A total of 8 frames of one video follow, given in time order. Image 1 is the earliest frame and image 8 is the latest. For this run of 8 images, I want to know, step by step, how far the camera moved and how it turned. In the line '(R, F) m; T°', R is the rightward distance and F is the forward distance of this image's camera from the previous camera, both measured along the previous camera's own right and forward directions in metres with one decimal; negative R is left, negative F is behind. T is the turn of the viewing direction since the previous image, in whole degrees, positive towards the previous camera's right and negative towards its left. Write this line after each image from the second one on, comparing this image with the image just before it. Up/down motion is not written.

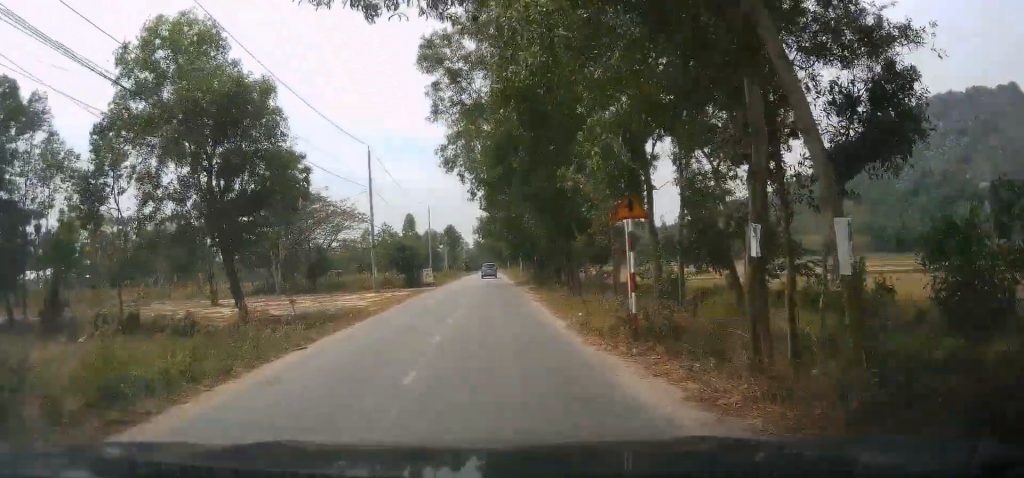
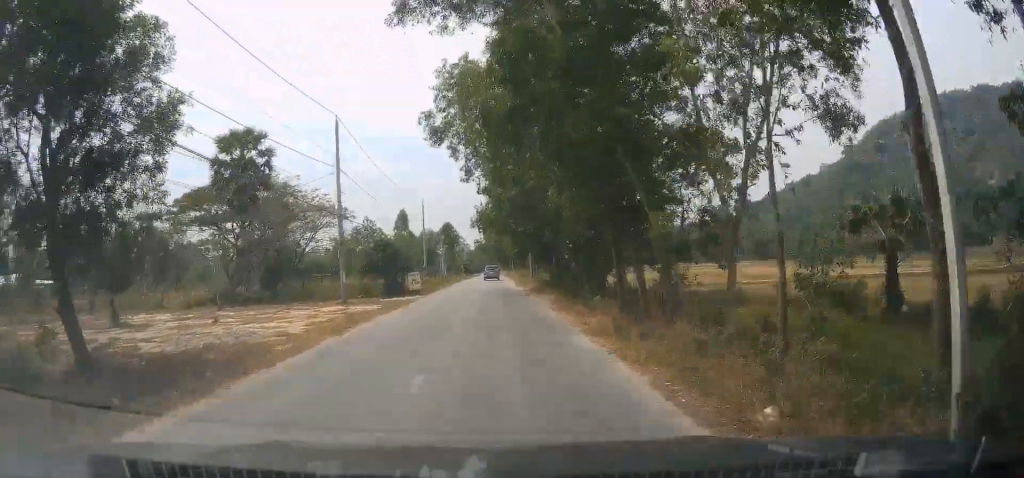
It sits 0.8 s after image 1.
(0.0, +12.1) m; +1°
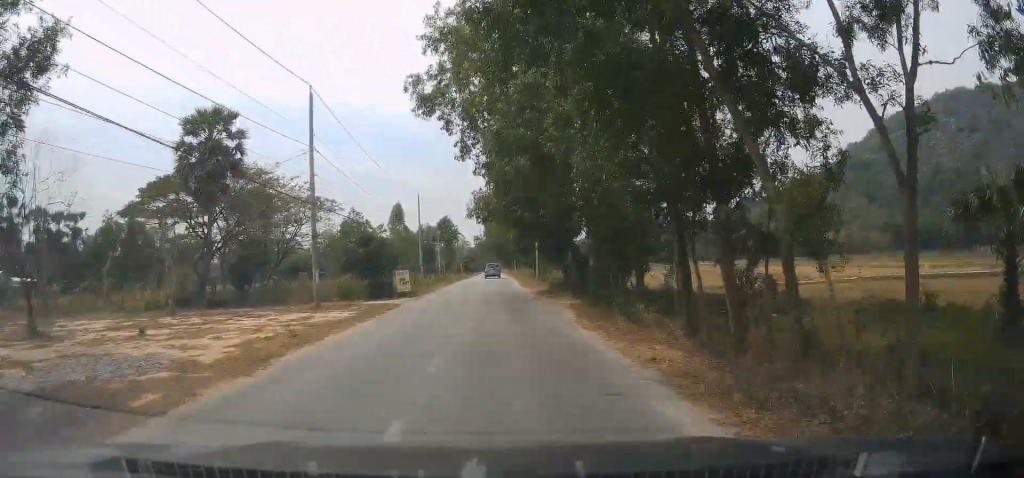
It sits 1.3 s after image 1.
(-0.1, +6.5) m; +1°
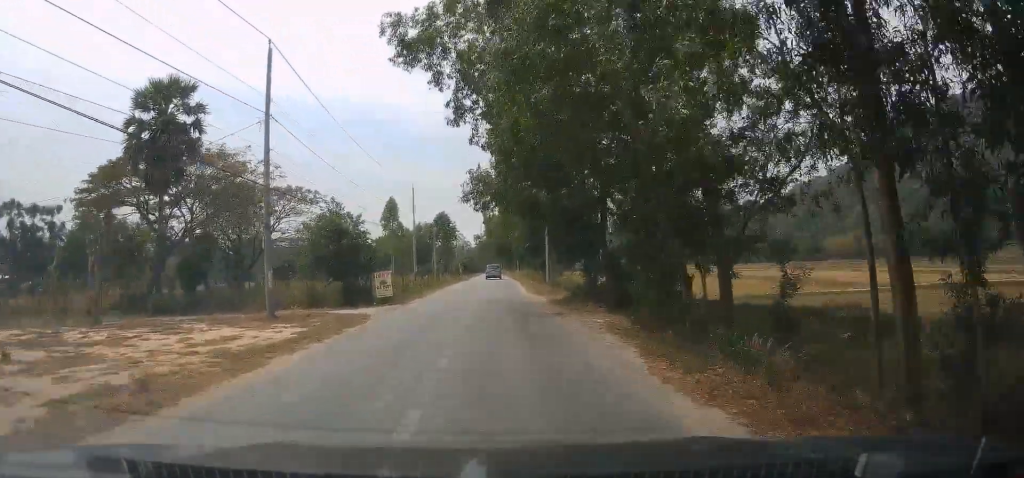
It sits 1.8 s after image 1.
(+0.2, +7.5) m; +1°
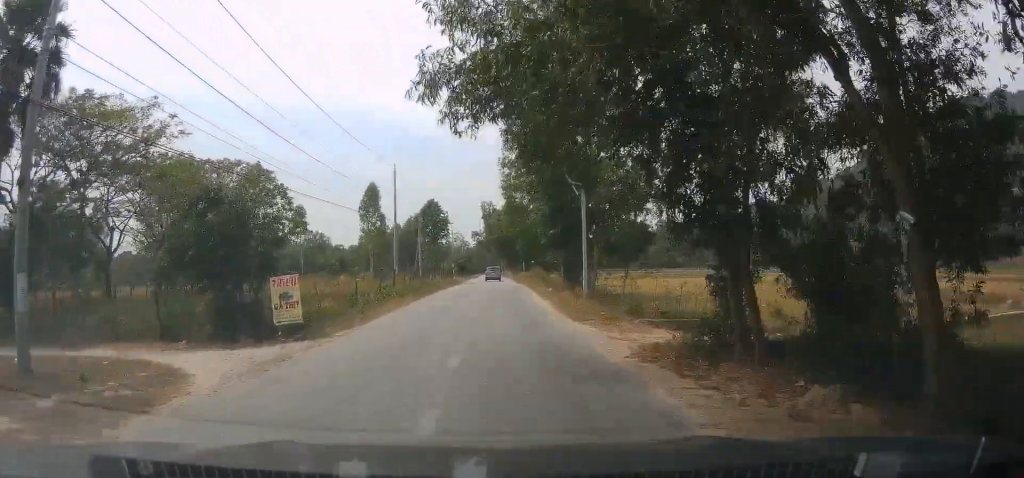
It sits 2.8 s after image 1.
(+0.3, +15.5) m; 0°
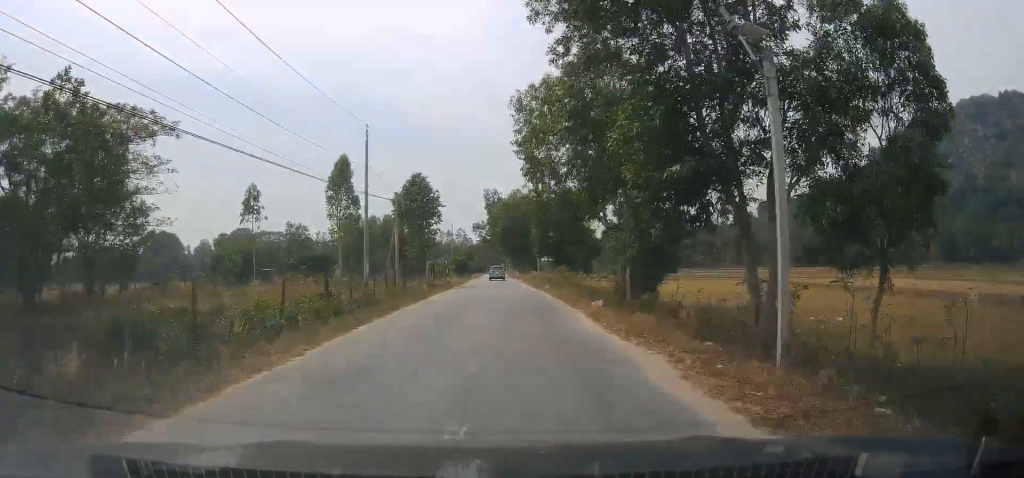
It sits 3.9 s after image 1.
(-0.3, +17.0) m; -2°
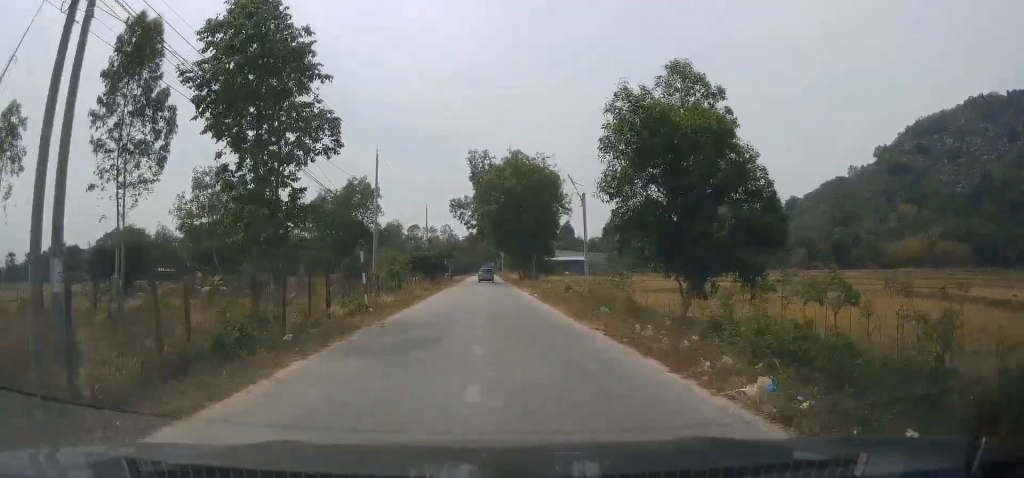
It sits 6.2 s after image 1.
(+1.2, +34.7) m; +3°
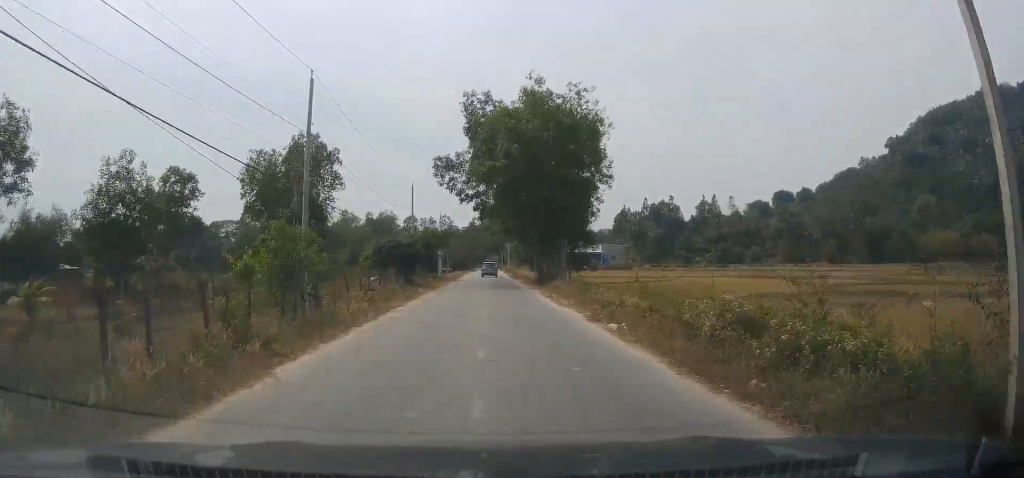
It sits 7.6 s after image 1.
(-0.4, +21.2) m; +1°
